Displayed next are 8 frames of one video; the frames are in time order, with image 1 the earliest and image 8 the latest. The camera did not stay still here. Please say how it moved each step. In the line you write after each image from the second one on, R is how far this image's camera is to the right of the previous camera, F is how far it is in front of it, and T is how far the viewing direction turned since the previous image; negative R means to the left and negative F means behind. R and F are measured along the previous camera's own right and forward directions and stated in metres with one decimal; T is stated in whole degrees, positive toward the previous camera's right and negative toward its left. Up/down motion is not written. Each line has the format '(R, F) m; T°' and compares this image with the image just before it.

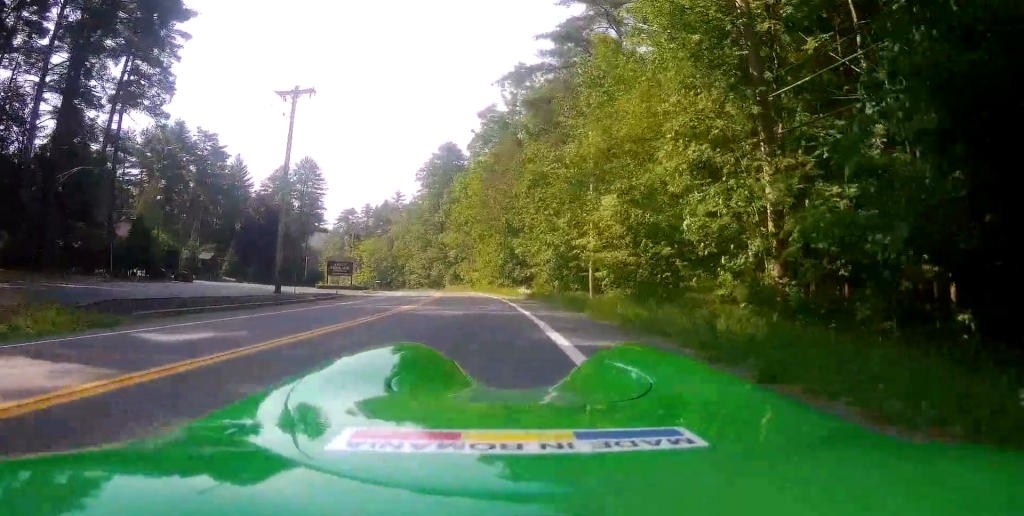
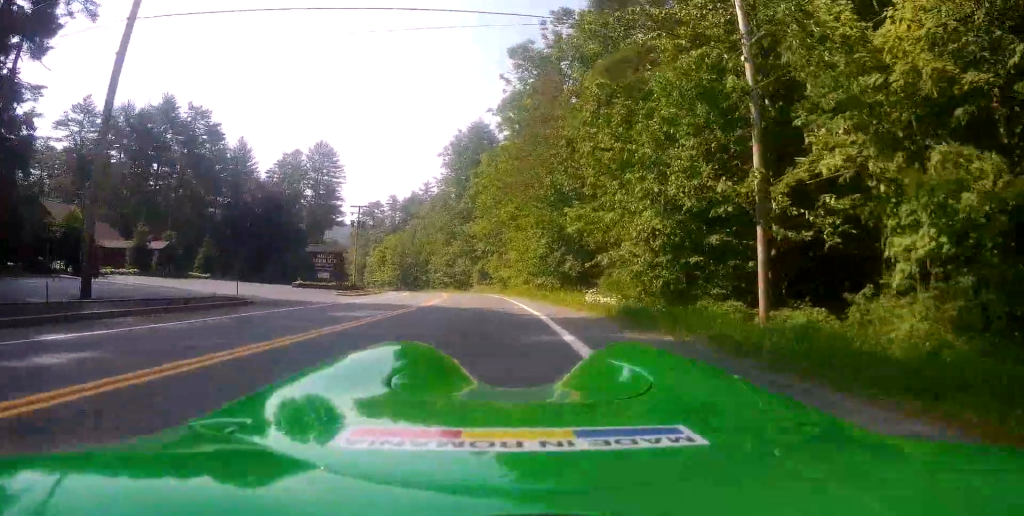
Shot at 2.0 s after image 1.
(-0.8, +17.6) m; -2°
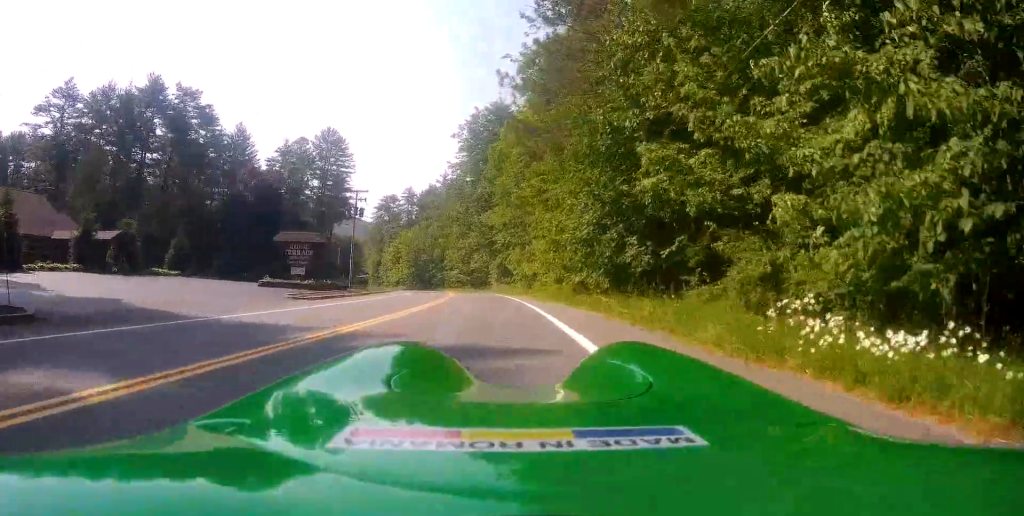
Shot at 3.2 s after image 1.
(-0.3, +11.4) m; -4°
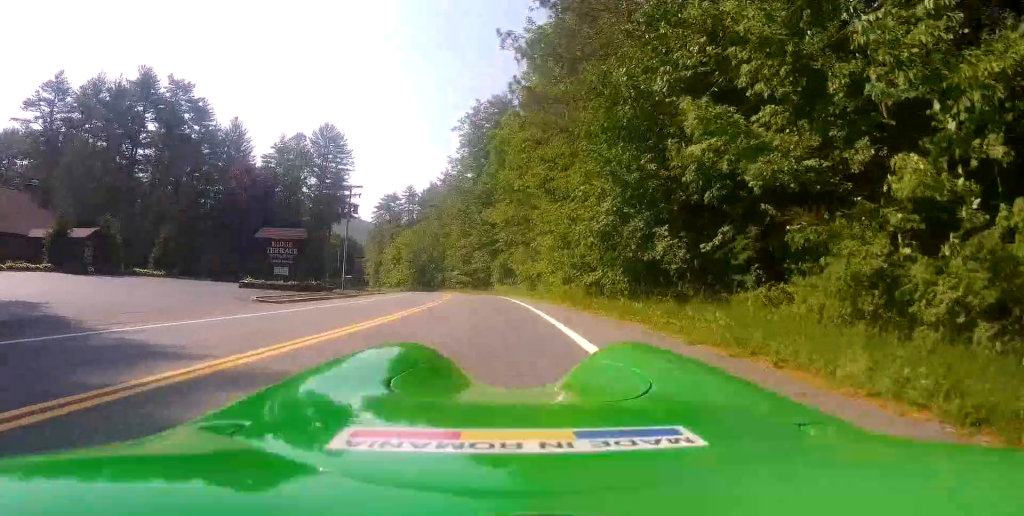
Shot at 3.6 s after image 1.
(-0.1, +3.9) m; -2°
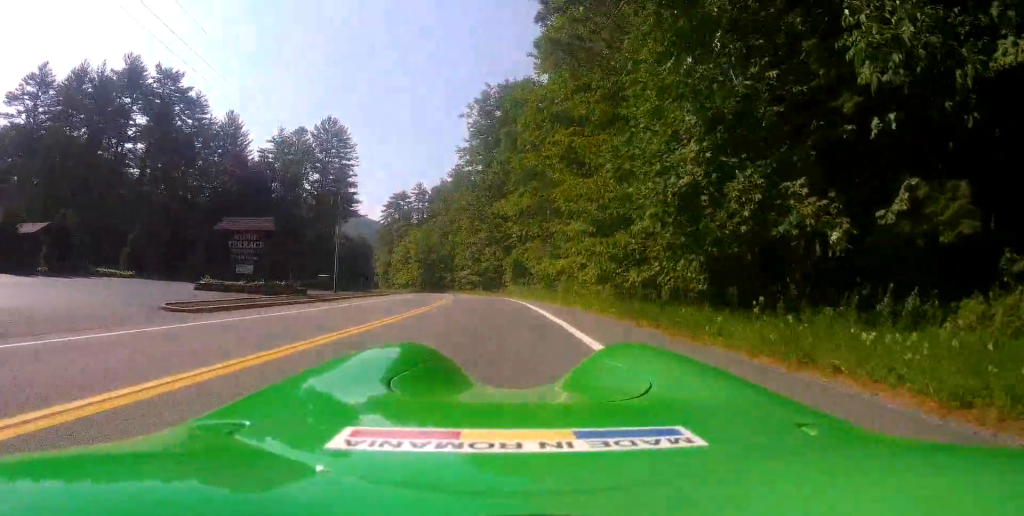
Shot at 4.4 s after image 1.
(0.0, +7.3) m; +2°
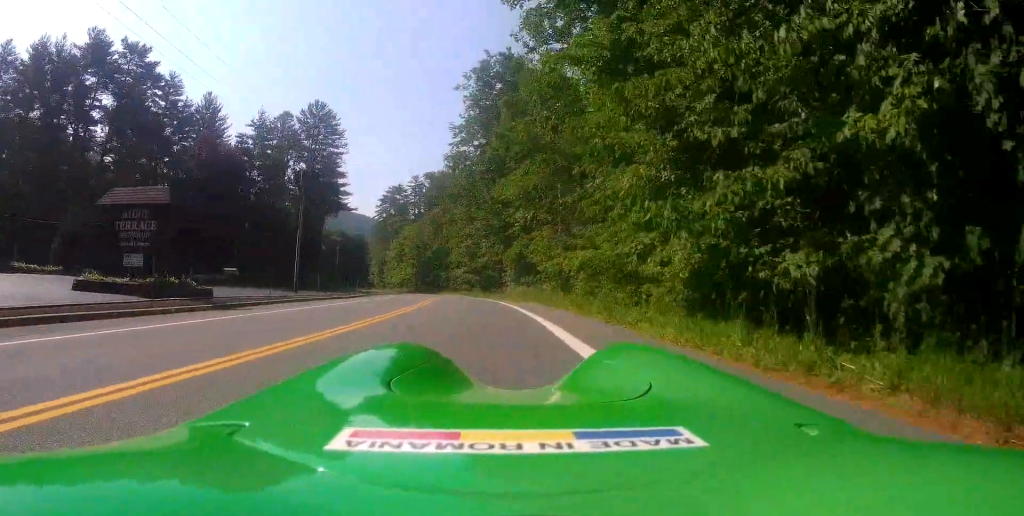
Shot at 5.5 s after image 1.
(+0.3, +10.4) m; +1°
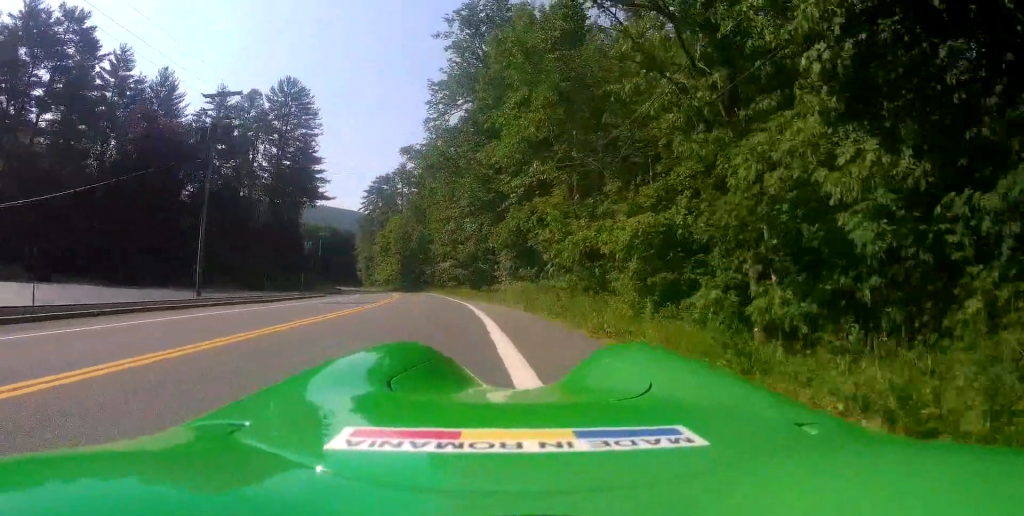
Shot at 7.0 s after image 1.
(-0.4, +14.1) m; -1°
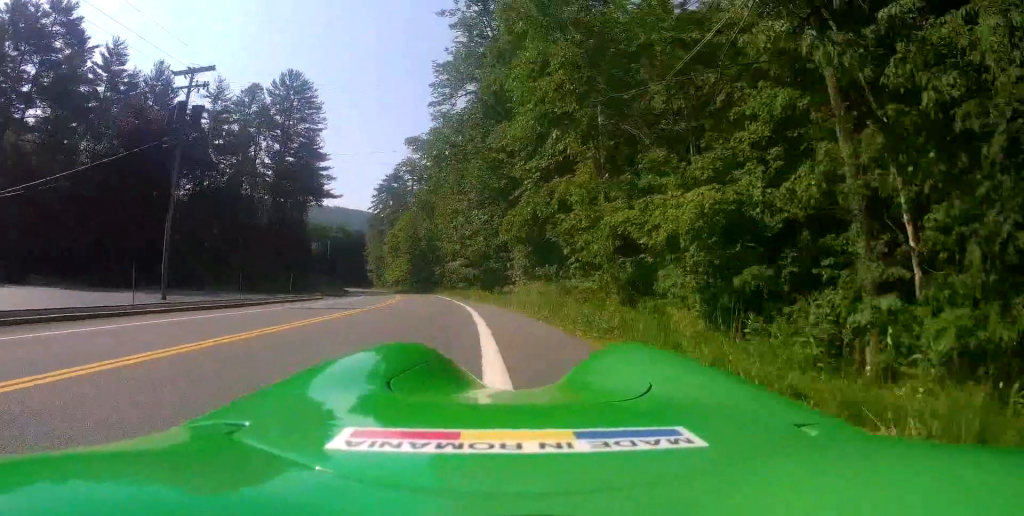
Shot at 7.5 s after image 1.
(0.0, +4.8) m; 0°
